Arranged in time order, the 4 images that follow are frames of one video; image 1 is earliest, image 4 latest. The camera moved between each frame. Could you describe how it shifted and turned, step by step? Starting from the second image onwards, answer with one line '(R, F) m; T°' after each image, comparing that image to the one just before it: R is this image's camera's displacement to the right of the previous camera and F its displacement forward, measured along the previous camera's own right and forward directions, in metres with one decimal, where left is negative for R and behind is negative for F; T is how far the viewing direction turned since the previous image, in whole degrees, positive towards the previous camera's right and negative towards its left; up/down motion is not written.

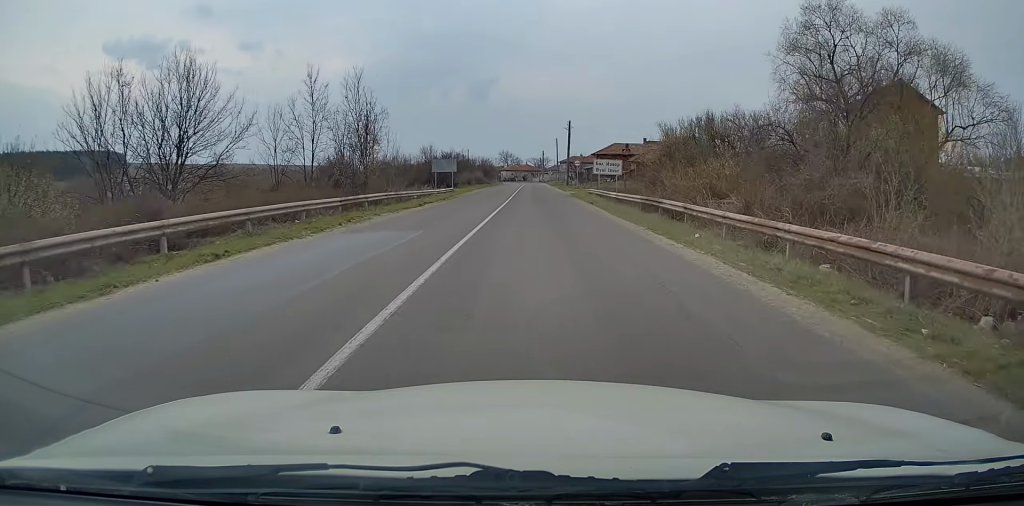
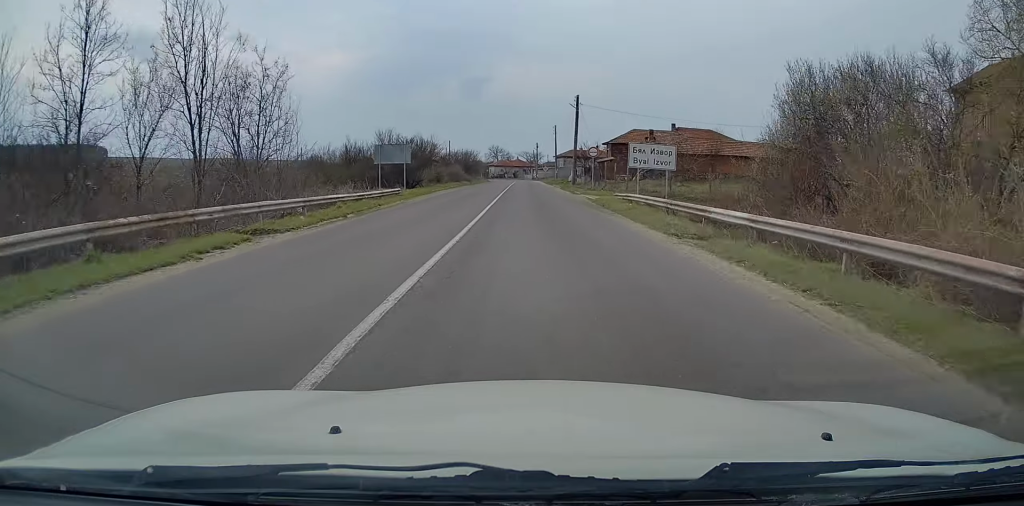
(+0.1, +20.9) m; 0°
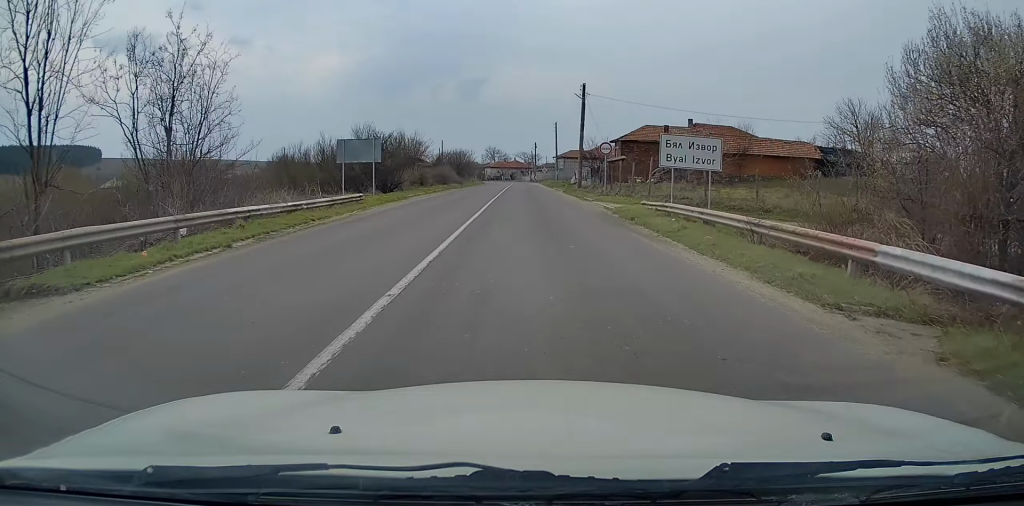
(0.0, +7.8) m; 0°
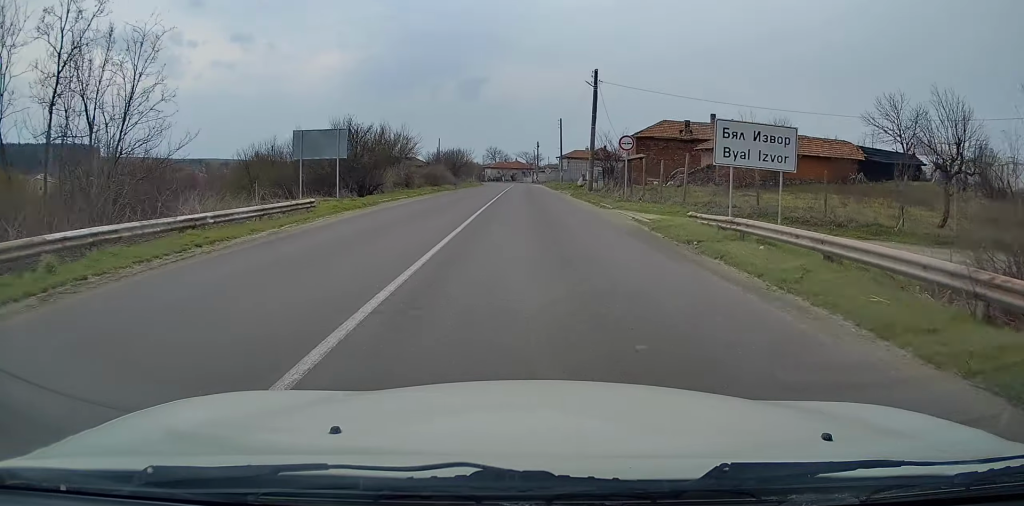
(0.0, +6.7) m; 0°
